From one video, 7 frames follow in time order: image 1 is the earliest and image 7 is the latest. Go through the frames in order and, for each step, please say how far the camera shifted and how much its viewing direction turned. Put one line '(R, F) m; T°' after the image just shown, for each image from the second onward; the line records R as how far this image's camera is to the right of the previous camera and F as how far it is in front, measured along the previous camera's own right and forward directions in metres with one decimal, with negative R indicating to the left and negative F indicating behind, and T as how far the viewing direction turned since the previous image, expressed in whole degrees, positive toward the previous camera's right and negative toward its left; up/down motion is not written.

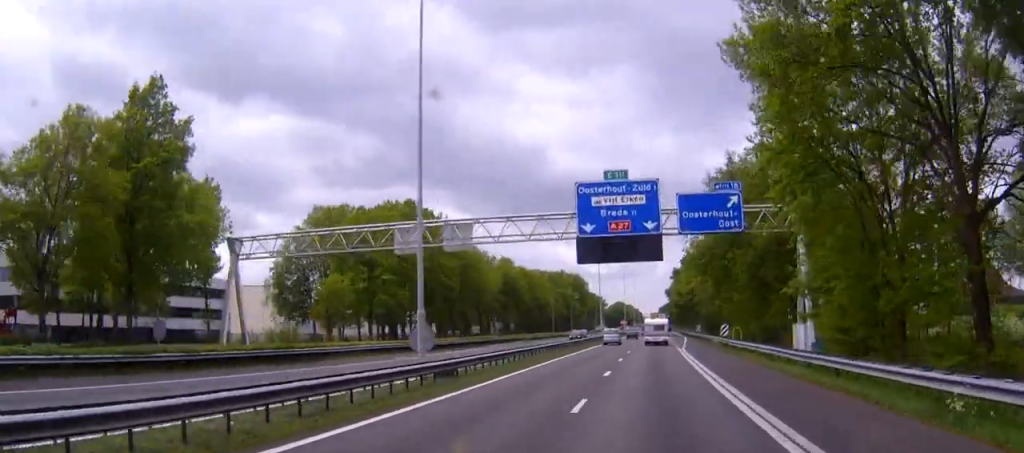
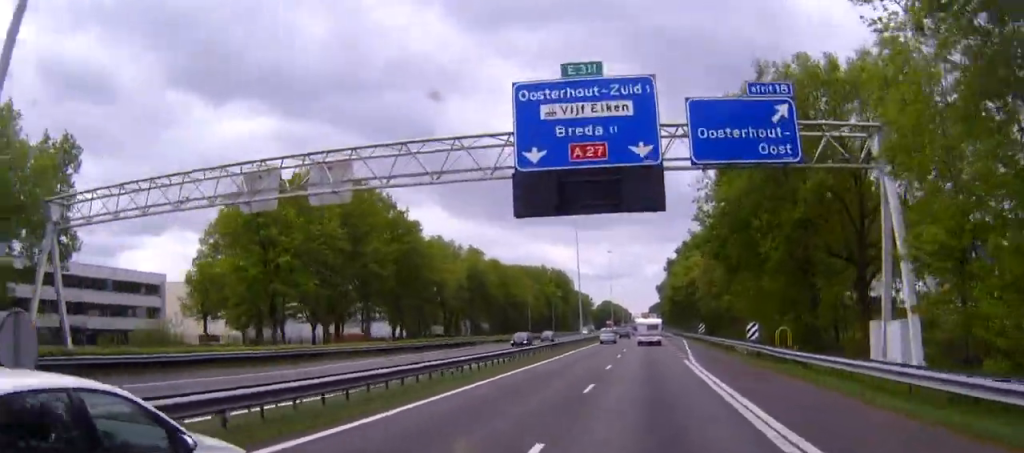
(+0.3, +18.7) m; 0°
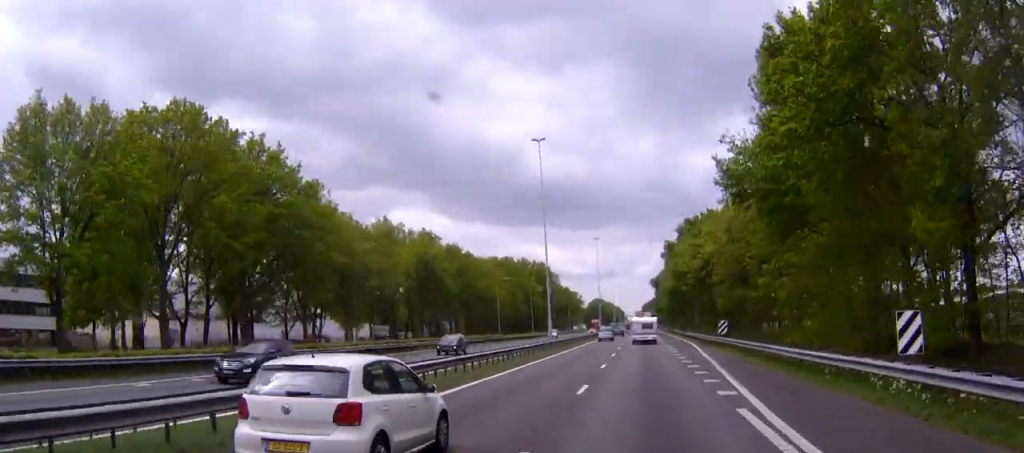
(-0.2, +23.9) m; -1°
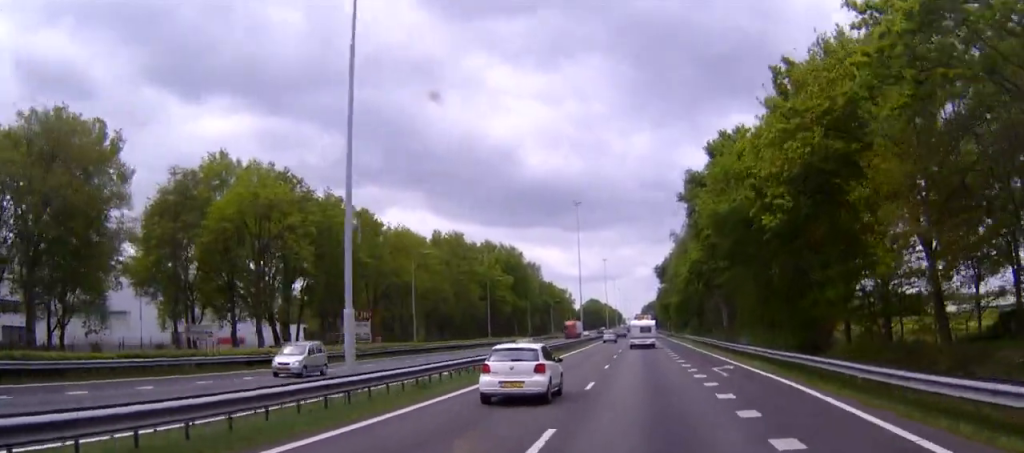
(-0.6, +42.5) m; 0°
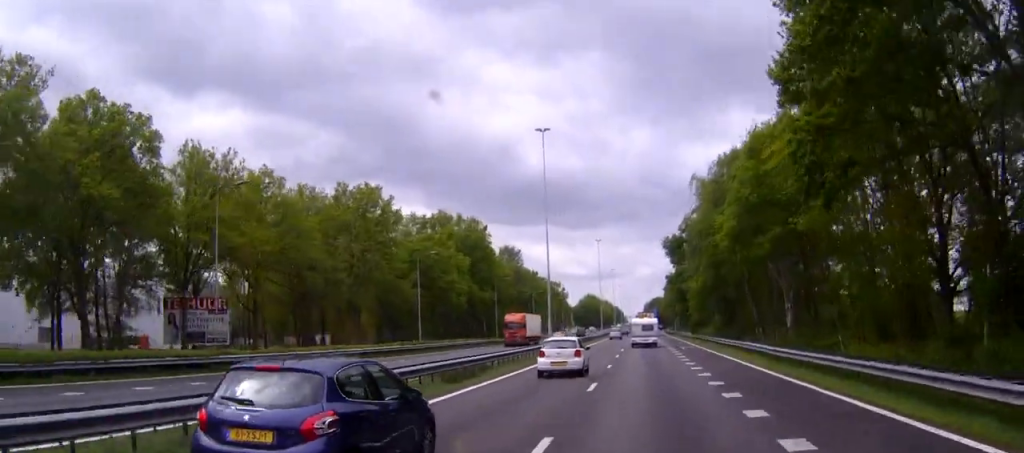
(+0.3, +36.0) m; +1°
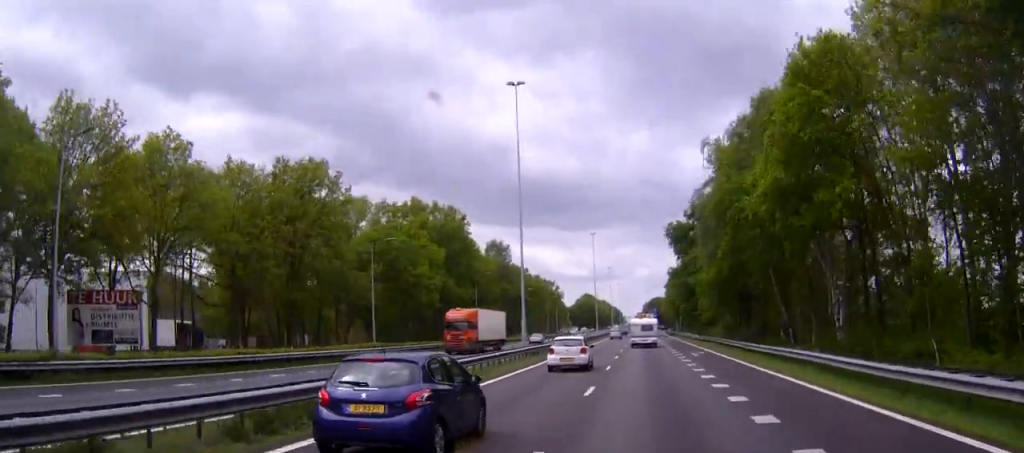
(0.0, +13.0) m; 0°
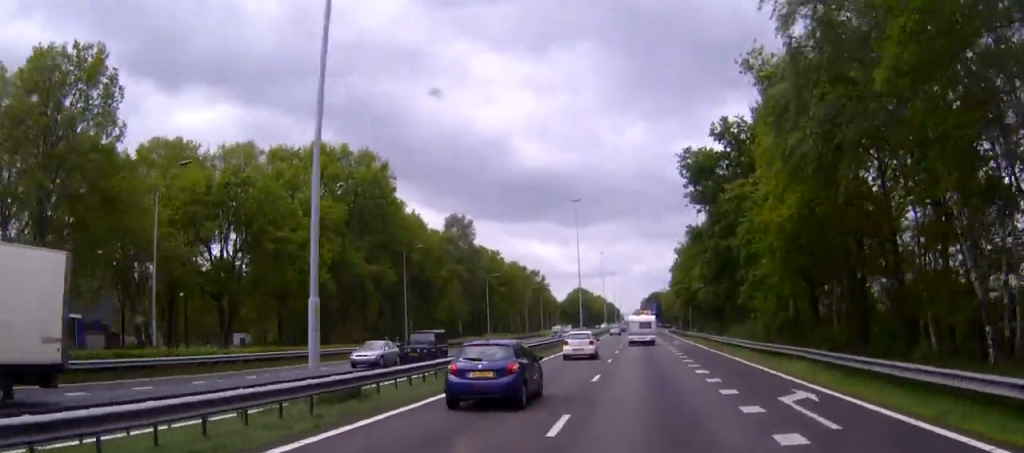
(+0.1, +30.2) m; 0°
